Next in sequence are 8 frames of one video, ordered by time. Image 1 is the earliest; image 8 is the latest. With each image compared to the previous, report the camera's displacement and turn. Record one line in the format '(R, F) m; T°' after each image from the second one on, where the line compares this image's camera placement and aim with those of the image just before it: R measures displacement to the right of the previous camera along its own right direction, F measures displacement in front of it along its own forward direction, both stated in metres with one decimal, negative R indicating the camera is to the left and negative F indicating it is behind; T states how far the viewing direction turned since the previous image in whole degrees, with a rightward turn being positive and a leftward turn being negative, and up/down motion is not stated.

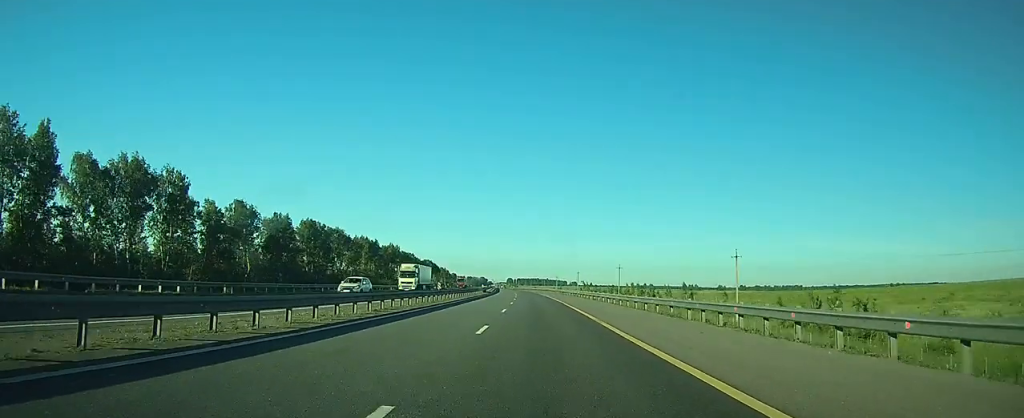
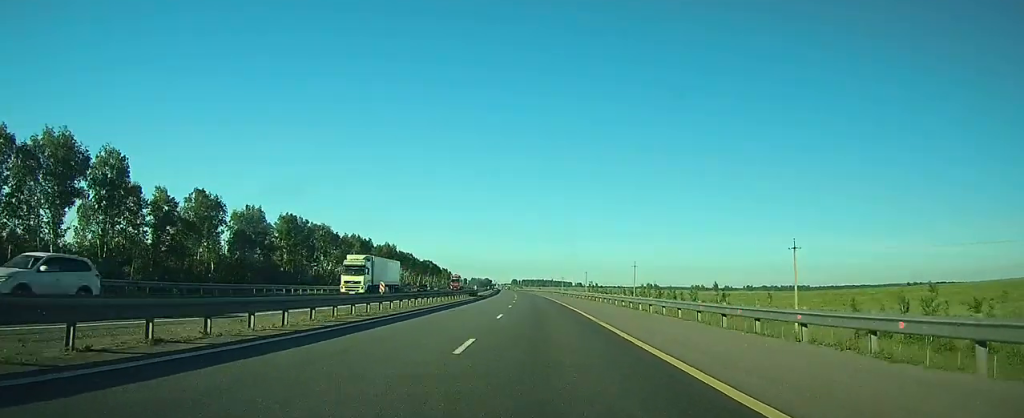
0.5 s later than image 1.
(0.0, +16.2) m; 0°
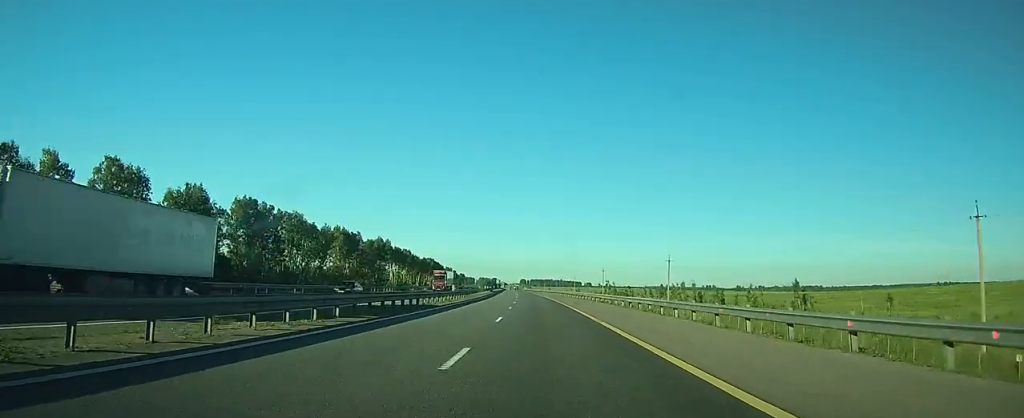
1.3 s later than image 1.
(-0.1, +26.0) m; -1°
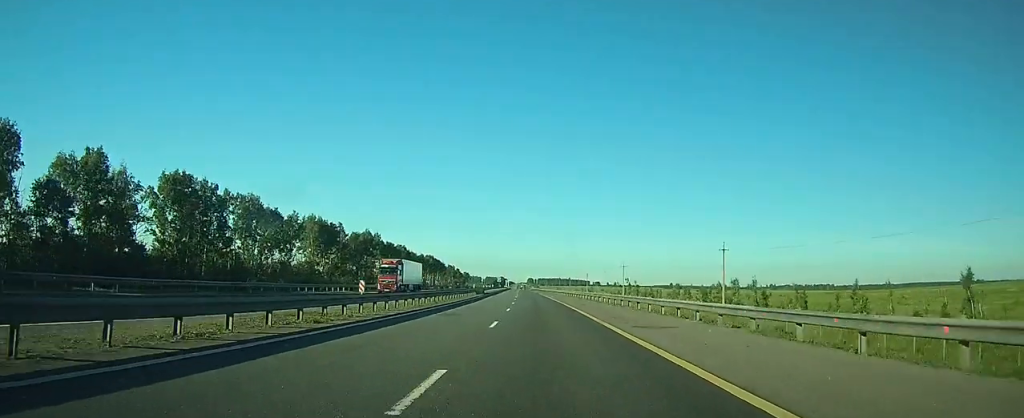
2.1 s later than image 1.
(-0.2, +27.1) m; -1°
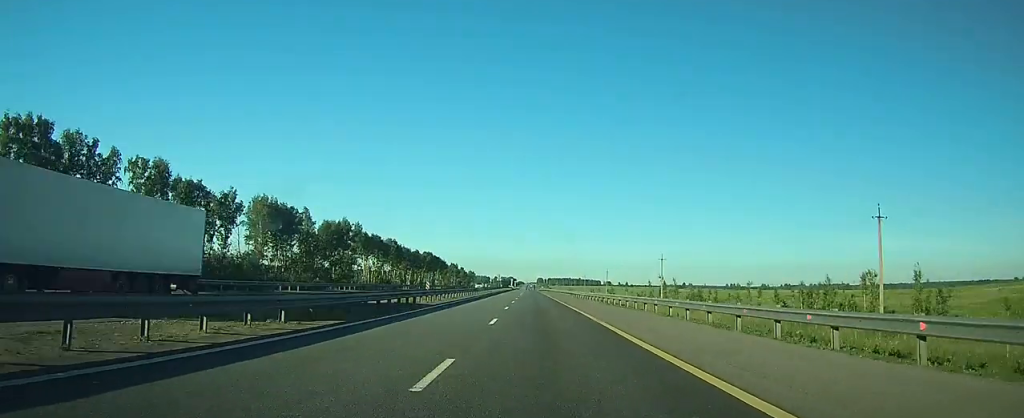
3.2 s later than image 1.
(-0.4, +34.8) m; -1°
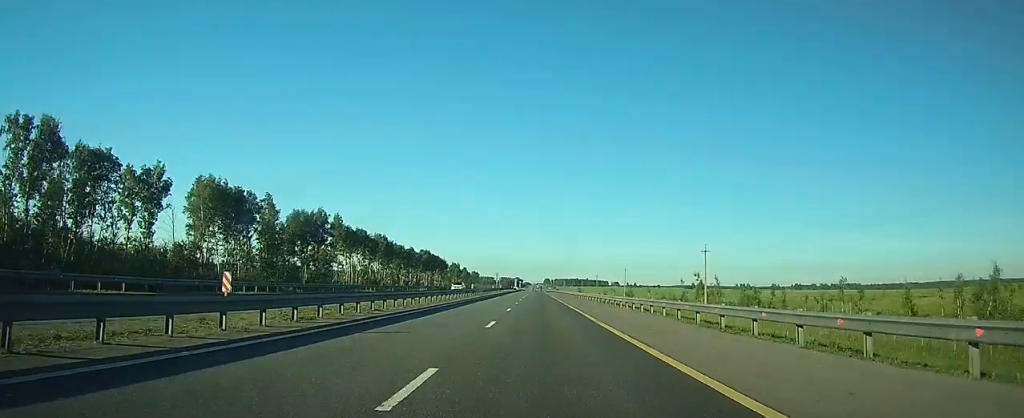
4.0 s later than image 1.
(-0.1, +25.1) m; -1°
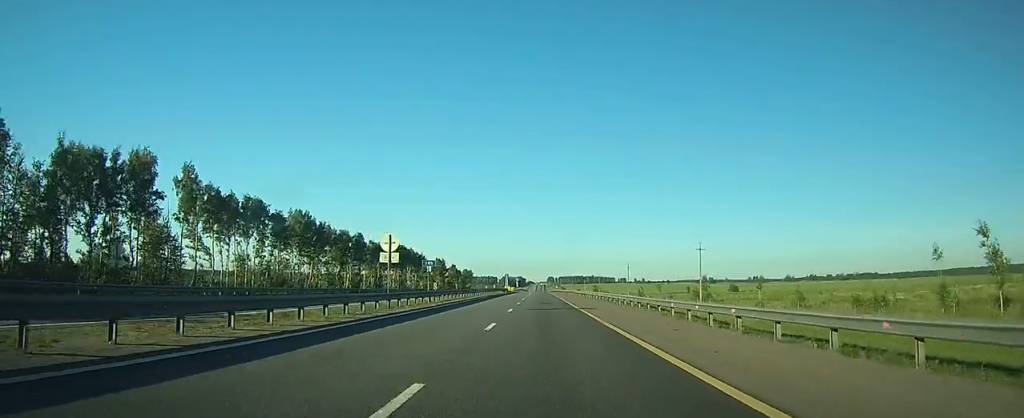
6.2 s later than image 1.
(-0.7, +73.5) m; -1°
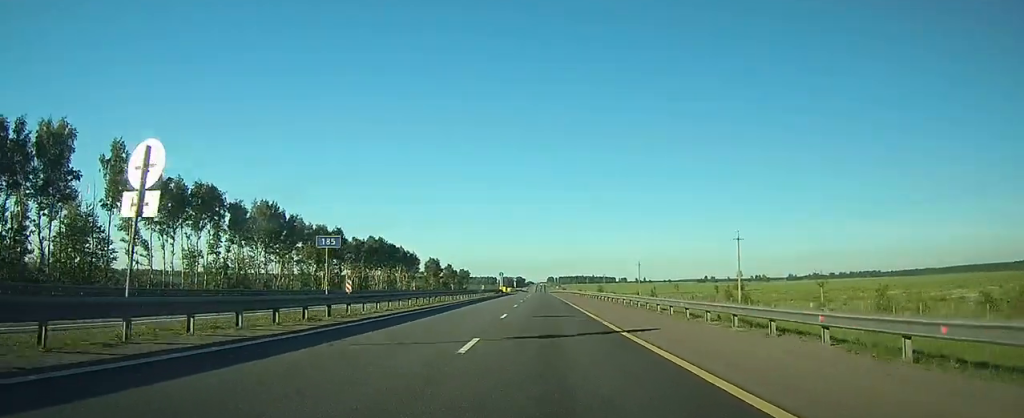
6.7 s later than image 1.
(0.0, +17.6) m; 0°
